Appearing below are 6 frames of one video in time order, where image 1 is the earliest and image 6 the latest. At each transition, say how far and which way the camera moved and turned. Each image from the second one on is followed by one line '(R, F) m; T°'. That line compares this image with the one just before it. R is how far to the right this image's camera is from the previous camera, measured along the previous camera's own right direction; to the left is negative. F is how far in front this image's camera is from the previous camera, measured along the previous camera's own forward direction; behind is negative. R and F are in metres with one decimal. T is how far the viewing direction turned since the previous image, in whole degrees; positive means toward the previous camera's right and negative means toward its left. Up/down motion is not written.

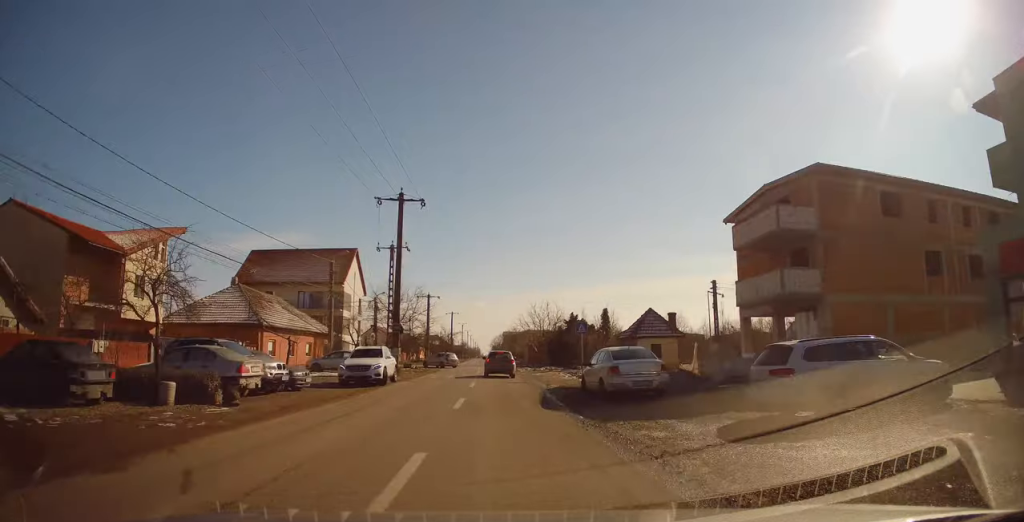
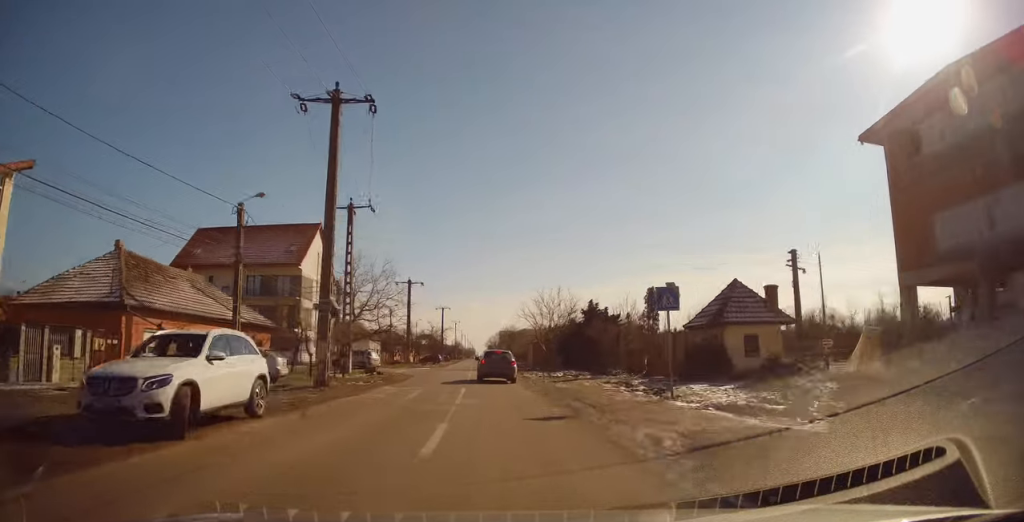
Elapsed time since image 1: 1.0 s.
(+0.1, +14.6) m; +1°
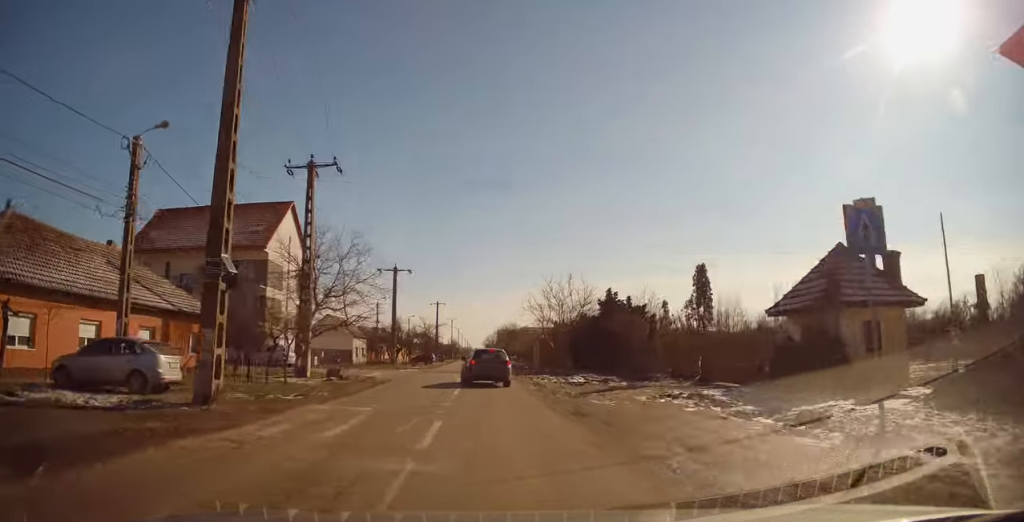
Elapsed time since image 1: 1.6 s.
(+0.1, +8.9) m; 0°
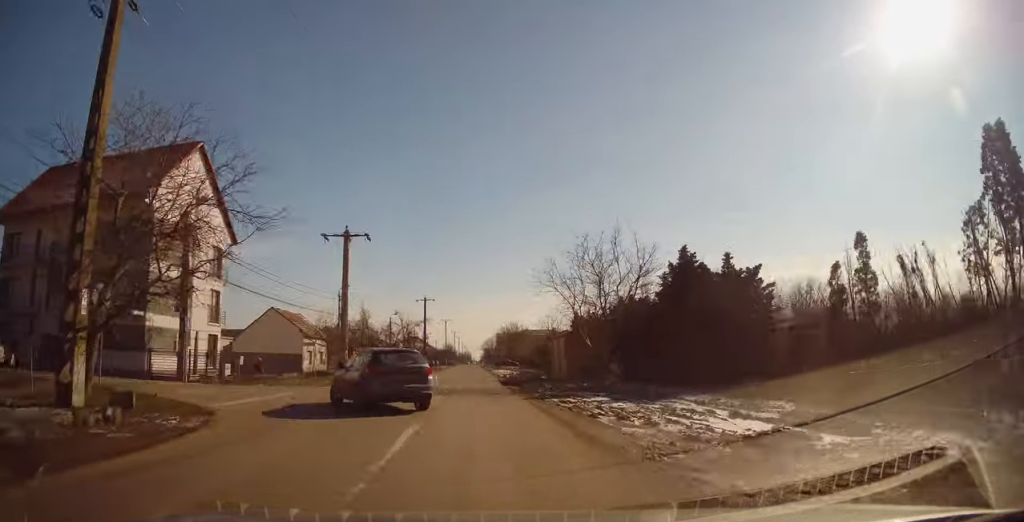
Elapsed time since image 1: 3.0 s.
(+0.1, +18.6) m; -2°
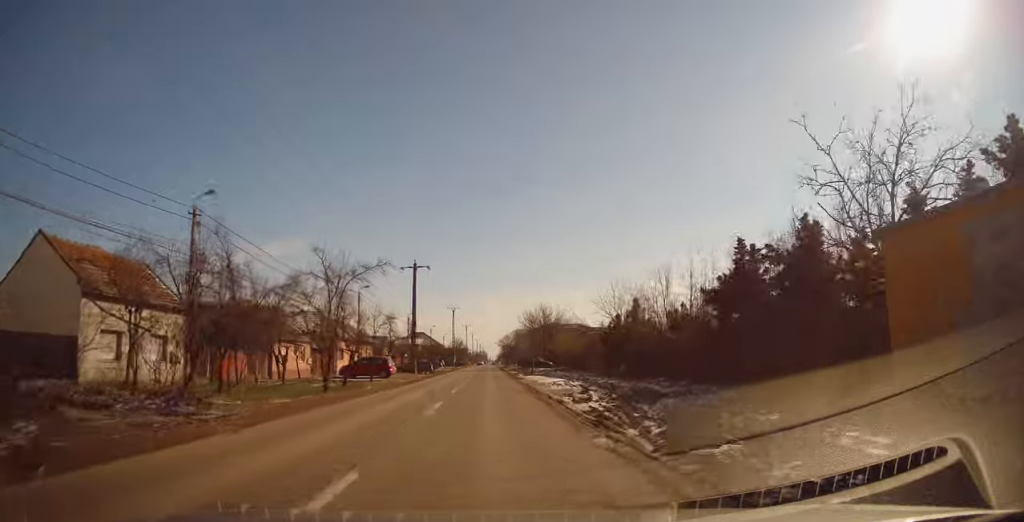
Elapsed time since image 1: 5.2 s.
(+0.3, +30.8) m; +1°
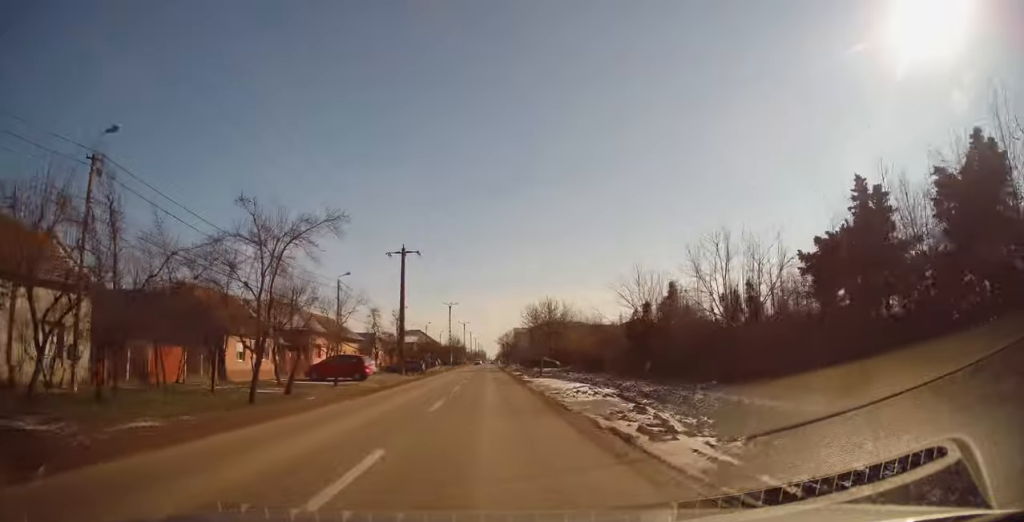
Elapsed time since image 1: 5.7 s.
(-0.2, +7.5) m; -1°
